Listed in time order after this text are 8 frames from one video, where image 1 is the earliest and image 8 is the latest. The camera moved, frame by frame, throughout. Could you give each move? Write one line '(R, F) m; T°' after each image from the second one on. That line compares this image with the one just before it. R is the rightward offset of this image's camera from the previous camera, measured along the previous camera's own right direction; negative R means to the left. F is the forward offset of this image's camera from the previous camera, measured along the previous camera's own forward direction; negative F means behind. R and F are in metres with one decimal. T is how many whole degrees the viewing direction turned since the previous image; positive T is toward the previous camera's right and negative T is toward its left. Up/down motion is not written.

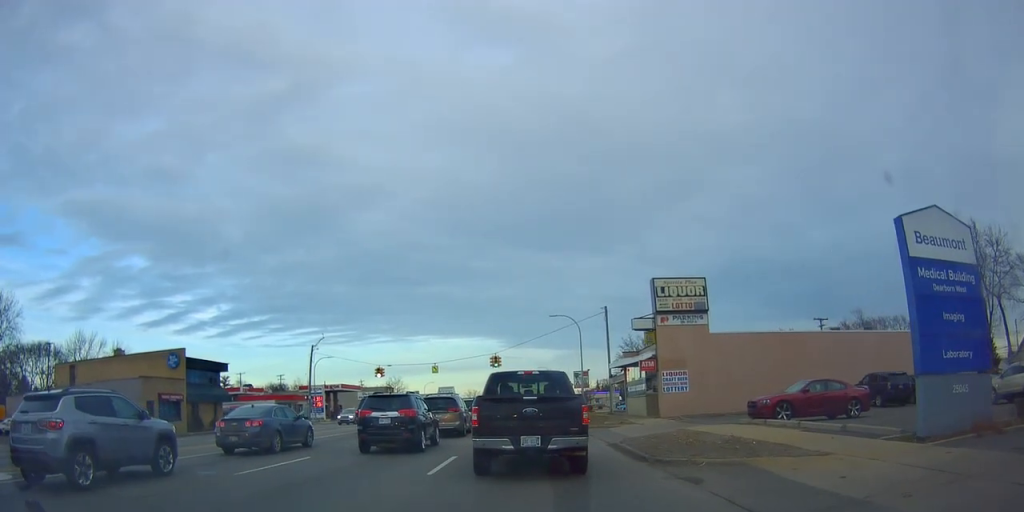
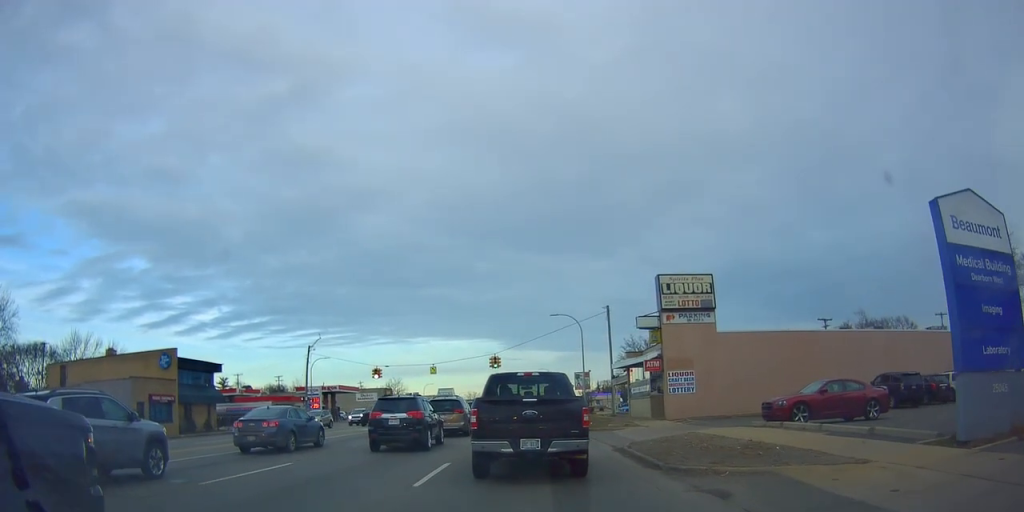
(-0.1, +2.0) m; -2°
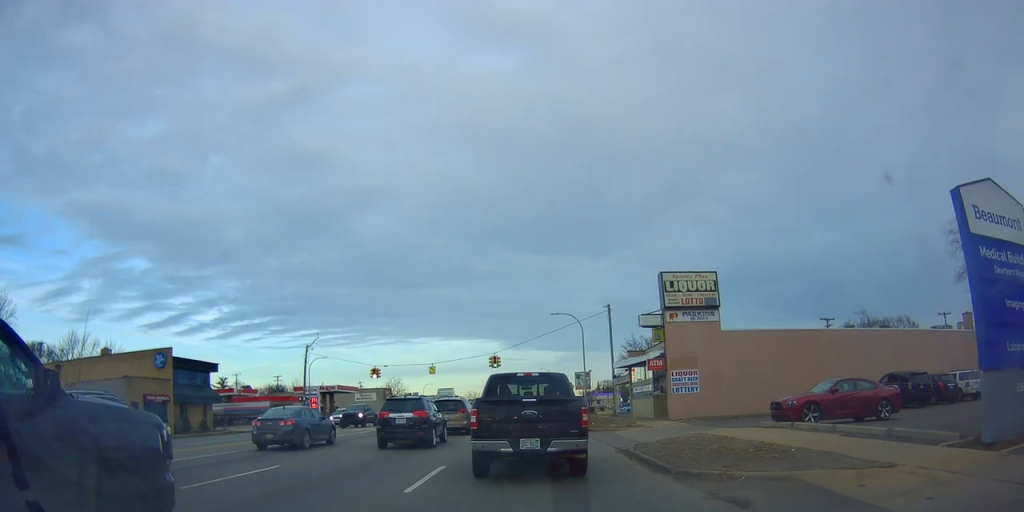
(0.0, +1.0) m; 0°
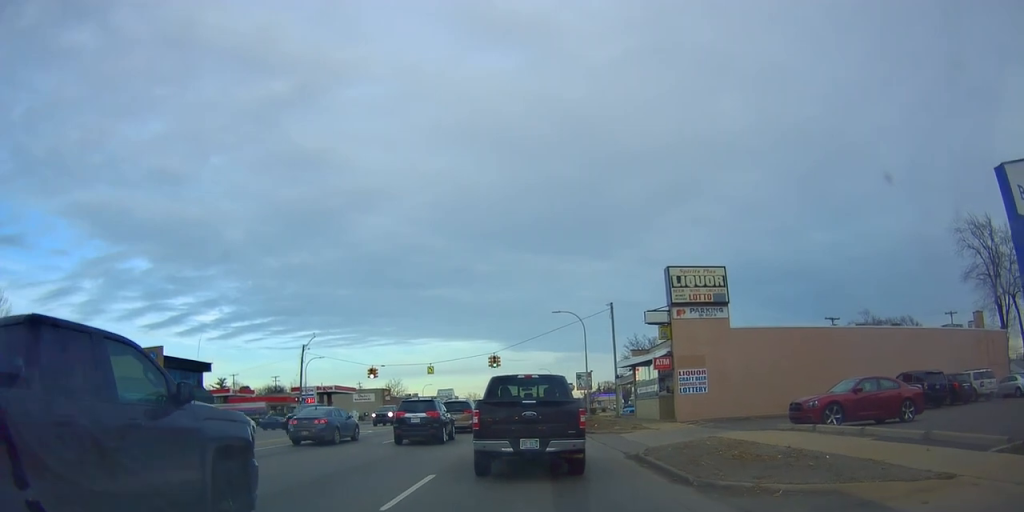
(0.0, +1.8) m; 0°
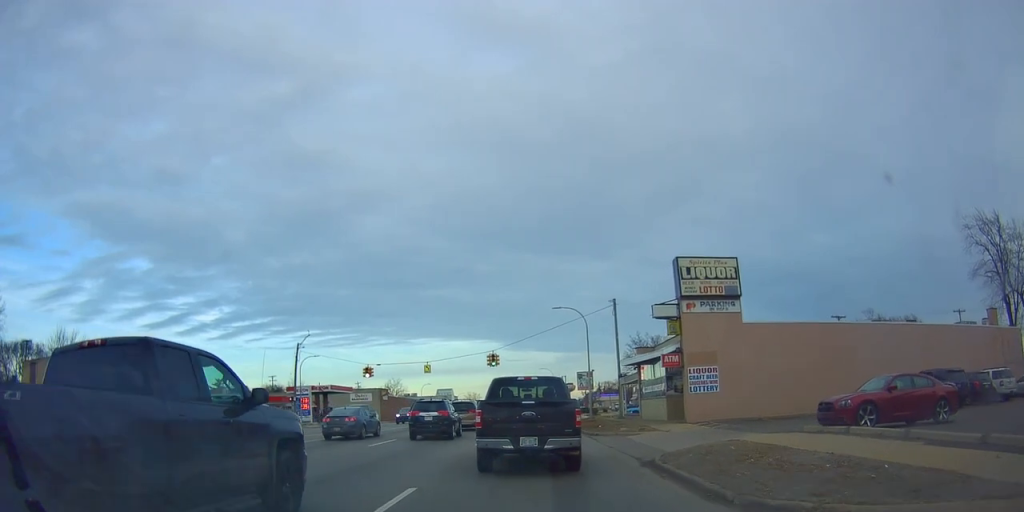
(0.0, +1.9) m; +1°
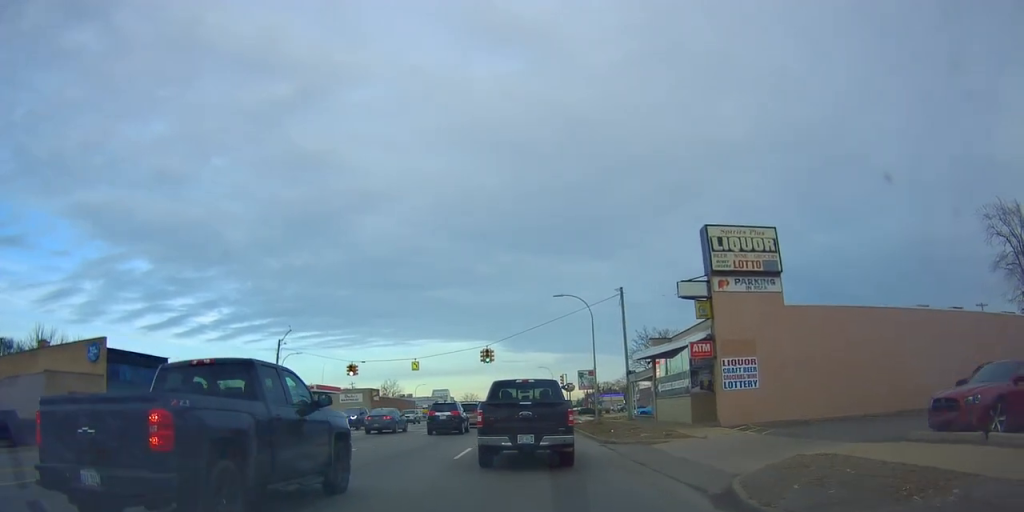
(+0.1, +4.6) m; +2°
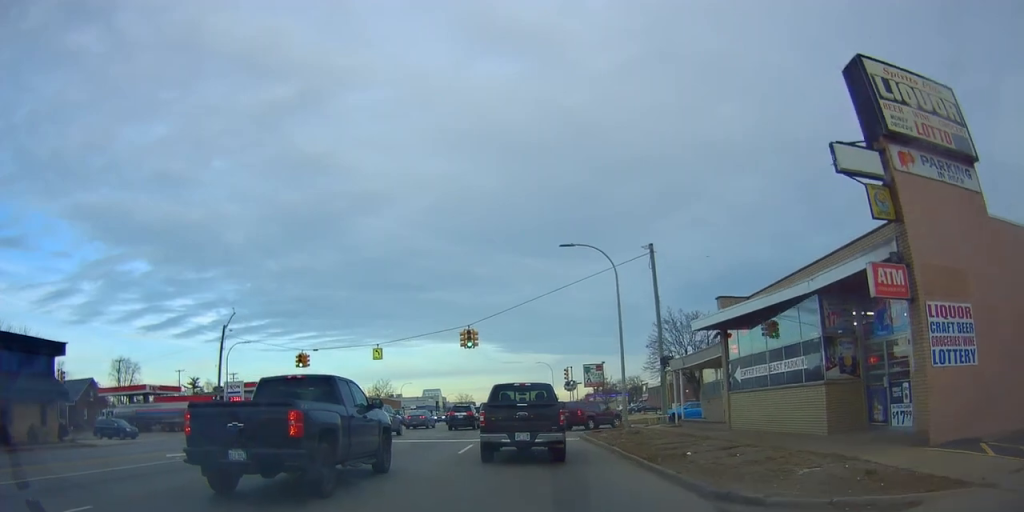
(+0.4, +11.3) m; +3°
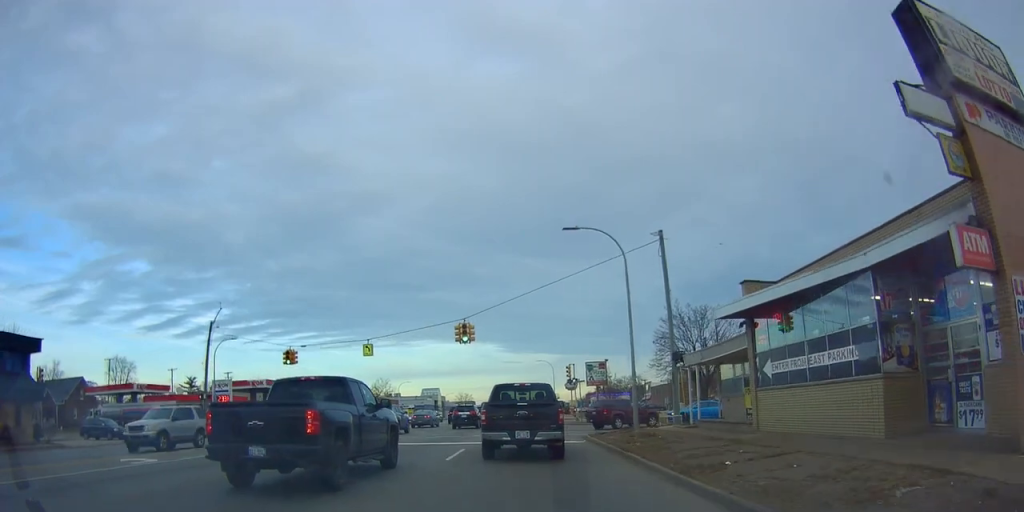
(0.0, +2.5) m; 0°
